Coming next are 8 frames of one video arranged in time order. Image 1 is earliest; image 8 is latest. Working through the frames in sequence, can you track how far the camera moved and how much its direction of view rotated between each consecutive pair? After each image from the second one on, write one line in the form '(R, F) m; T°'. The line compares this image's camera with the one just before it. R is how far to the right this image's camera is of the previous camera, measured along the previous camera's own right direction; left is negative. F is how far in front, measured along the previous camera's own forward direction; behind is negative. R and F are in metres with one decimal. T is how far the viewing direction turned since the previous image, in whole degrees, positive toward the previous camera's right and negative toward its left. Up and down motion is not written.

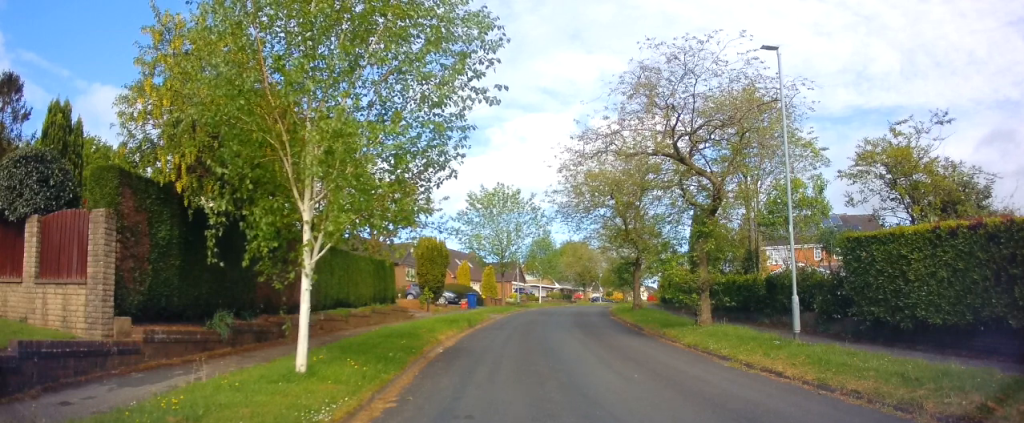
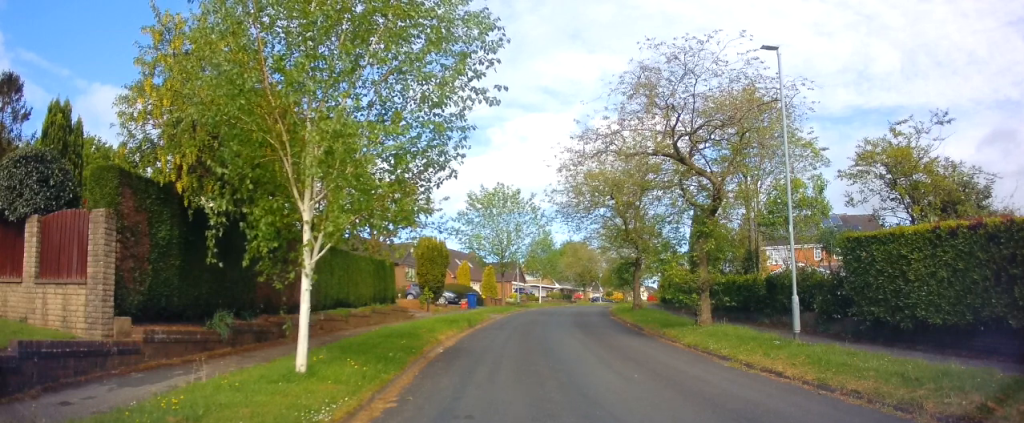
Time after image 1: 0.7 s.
(0.0, 0.0) m; 0°
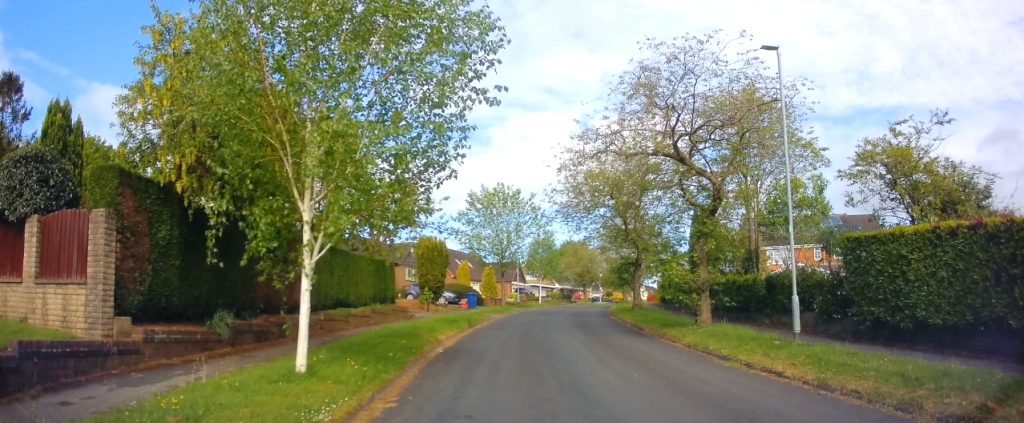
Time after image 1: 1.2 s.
(0.0, 0.0) m; 0°
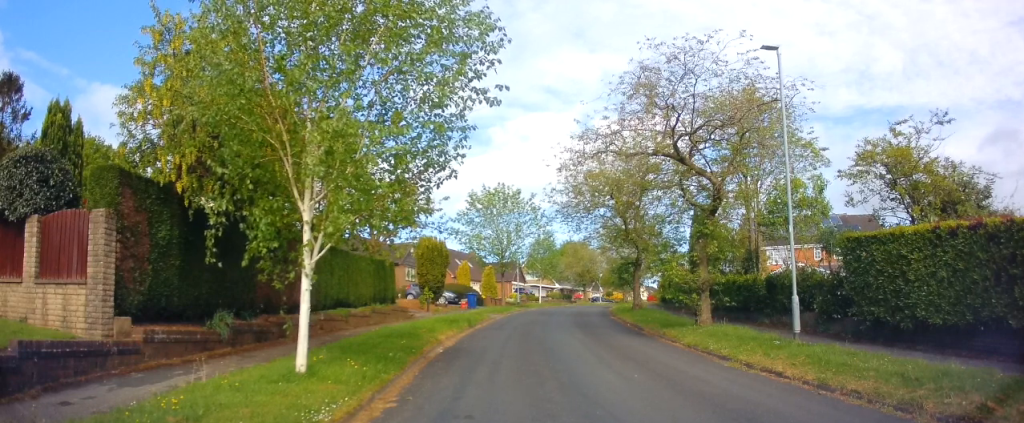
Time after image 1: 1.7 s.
(0.0, 0.0) m; 0°
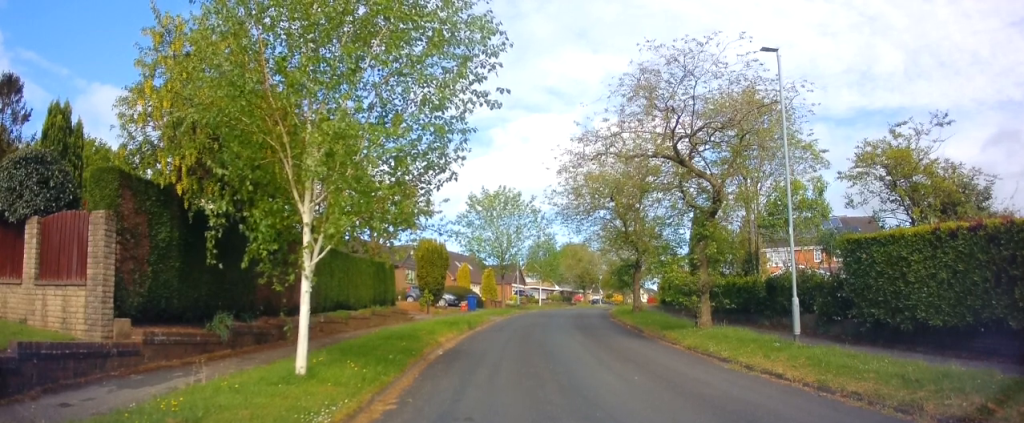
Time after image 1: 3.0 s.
(0.0, 0.0) m; 0°
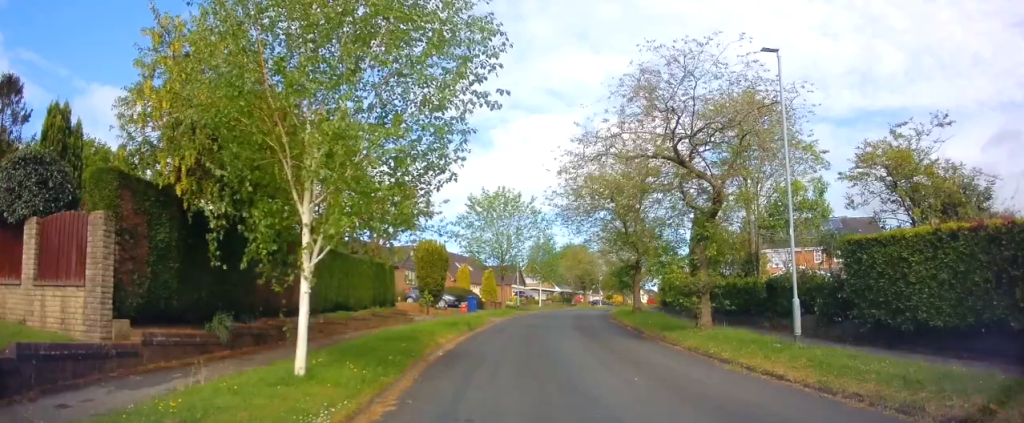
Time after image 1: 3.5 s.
(0.0, 0.0) m; 0°
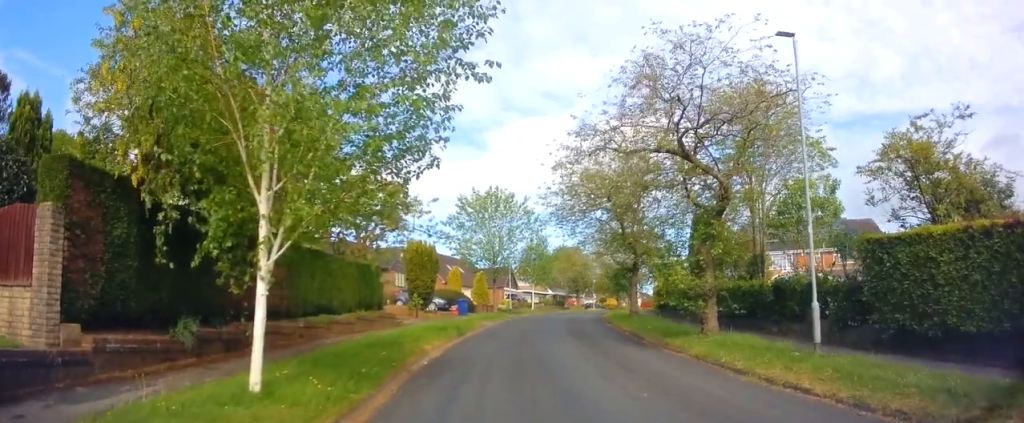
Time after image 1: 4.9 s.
(-0.2, +0.5) m; 0°
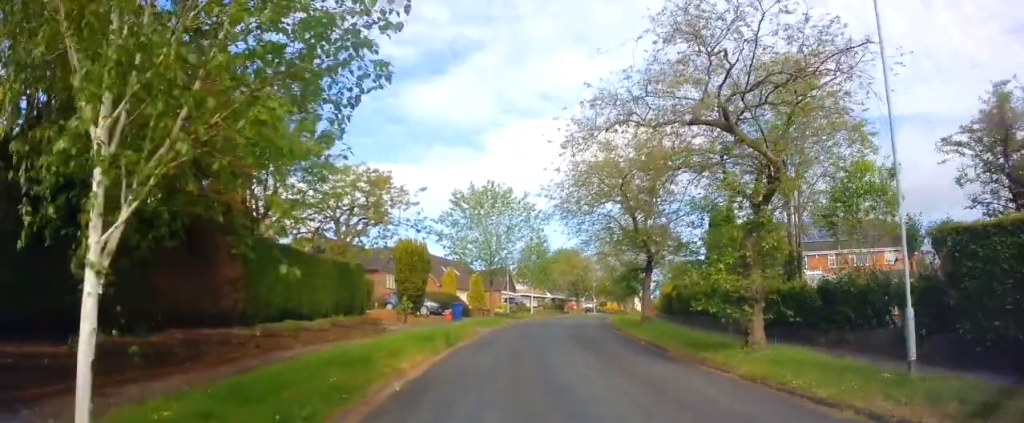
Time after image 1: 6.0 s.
(+0.4, +2.0) m; 0°
